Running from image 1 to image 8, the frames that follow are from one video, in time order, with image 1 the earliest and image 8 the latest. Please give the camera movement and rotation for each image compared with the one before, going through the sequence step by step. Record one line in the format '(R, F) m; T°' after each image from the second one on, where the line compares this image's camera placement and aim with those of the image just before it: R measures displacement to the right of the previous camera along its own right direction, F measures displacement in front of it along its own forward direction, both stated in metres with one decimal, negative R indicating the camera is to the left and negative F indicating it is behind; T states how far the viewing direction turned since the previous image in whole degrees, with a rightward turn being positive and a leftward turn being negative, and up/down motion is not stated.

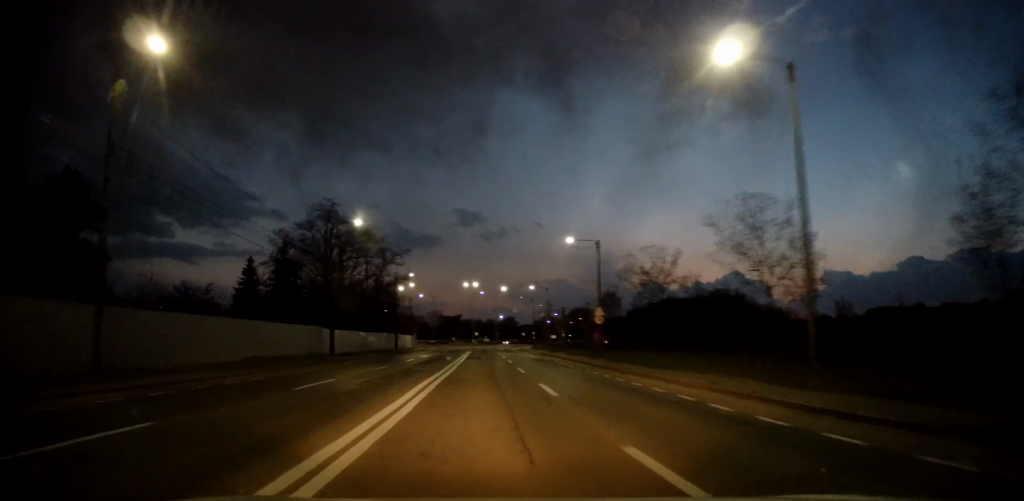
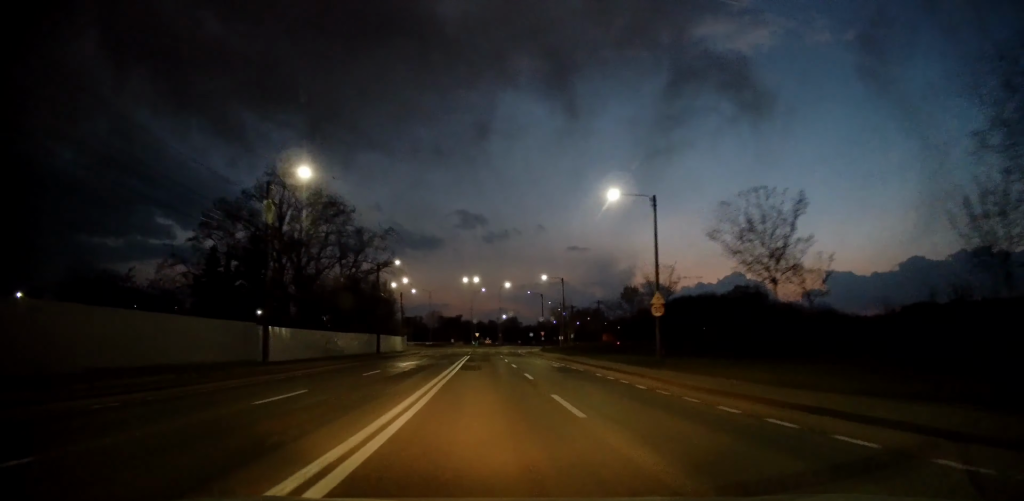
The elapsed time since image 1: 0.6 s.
(+0.2, +12.7) m; 0°
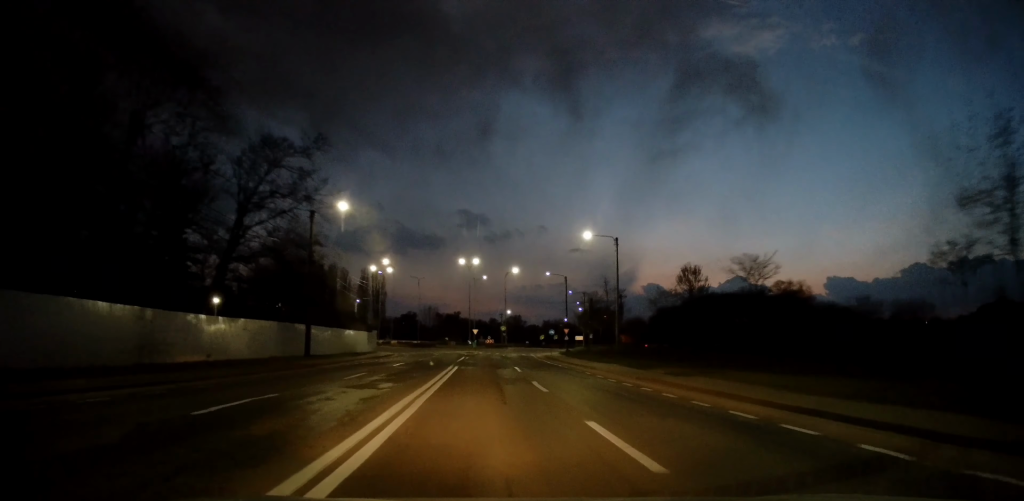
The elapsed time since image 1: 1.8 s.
(0.0, +23.8) m; -1°
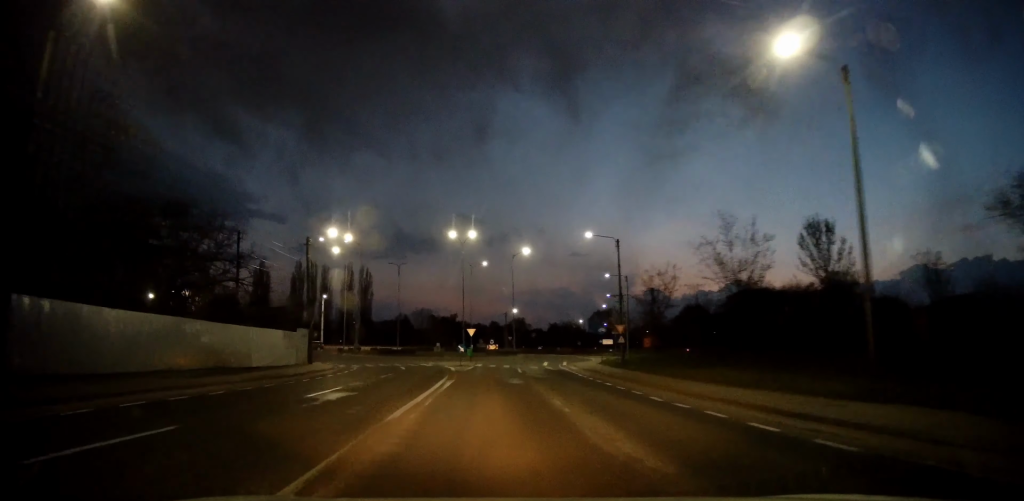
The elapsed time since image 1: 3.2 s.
(-0.3, +24.8) m; -1°
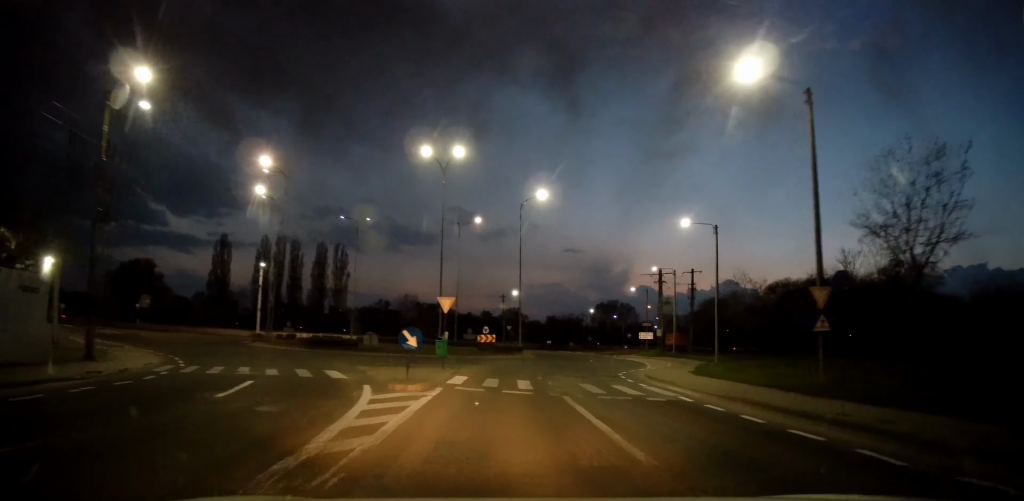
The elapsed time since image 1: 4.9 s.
(0.0, +23.9) m; 0°
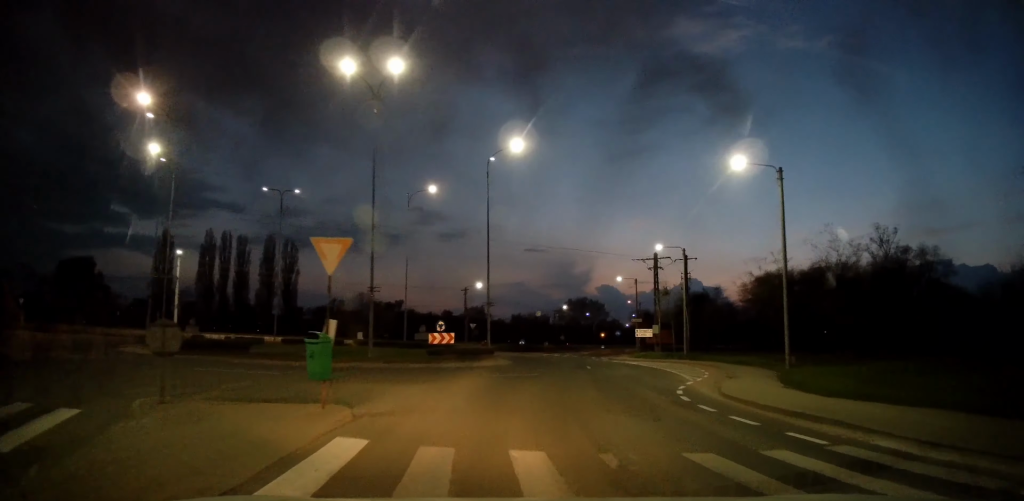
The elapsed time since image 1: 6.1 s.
(0.0, +13.3) m; +3°
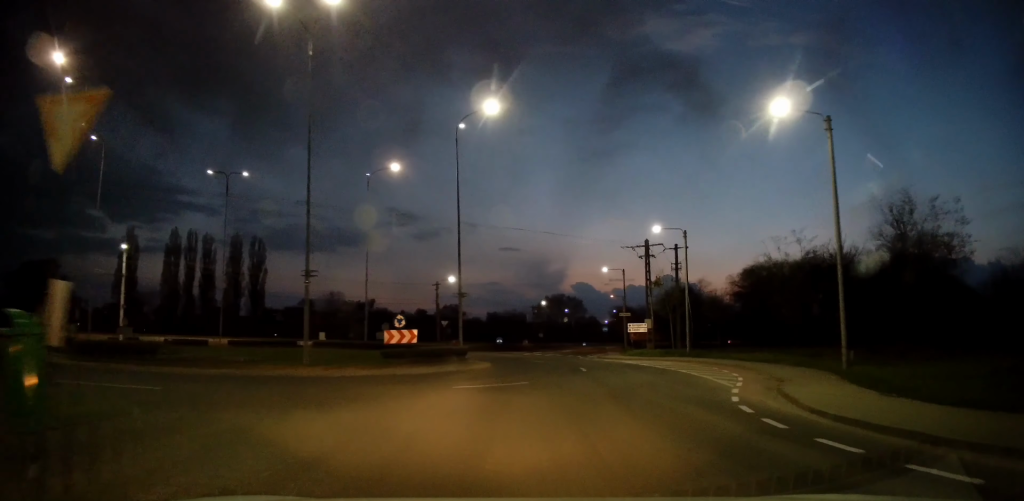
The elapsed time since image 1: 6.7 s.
(+0.4, +6.1) m; +5°
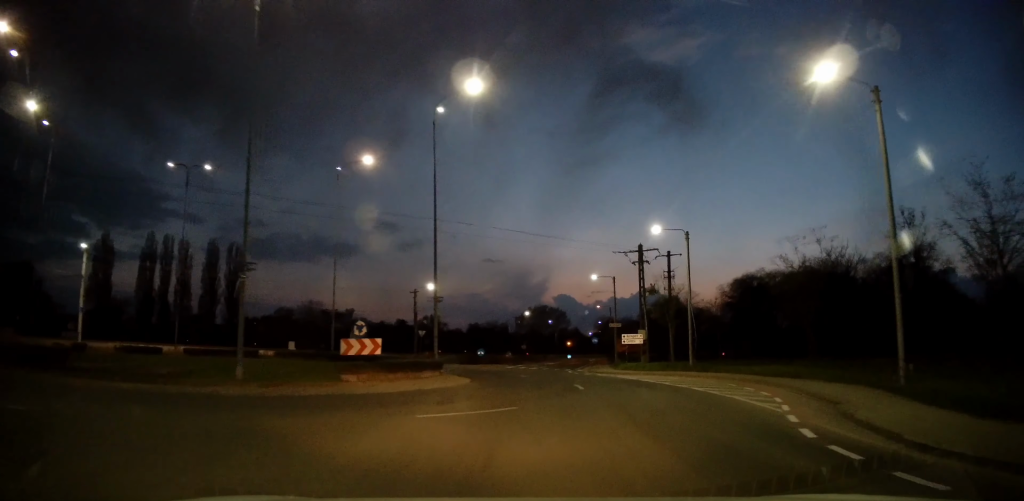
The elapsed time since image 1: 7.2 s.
(0.0, +4.1) m; +3°
